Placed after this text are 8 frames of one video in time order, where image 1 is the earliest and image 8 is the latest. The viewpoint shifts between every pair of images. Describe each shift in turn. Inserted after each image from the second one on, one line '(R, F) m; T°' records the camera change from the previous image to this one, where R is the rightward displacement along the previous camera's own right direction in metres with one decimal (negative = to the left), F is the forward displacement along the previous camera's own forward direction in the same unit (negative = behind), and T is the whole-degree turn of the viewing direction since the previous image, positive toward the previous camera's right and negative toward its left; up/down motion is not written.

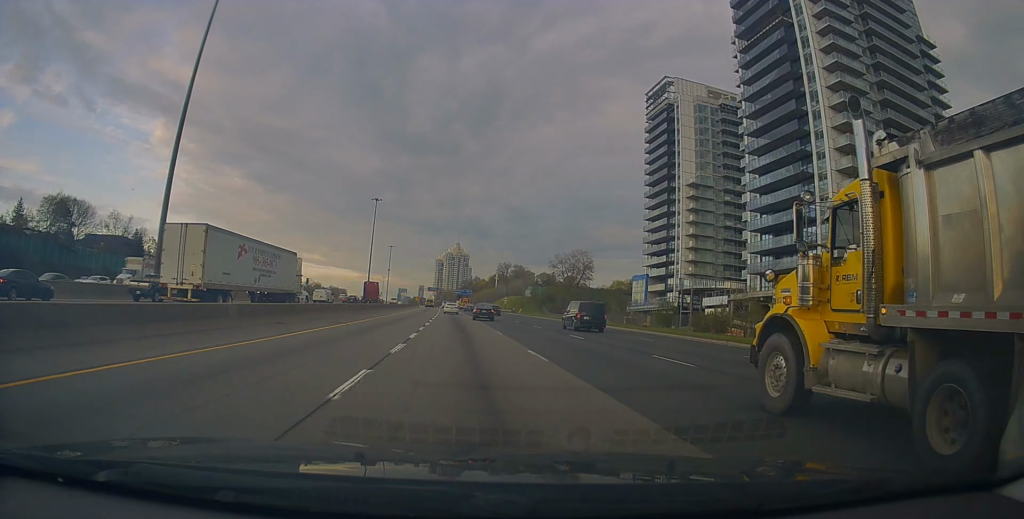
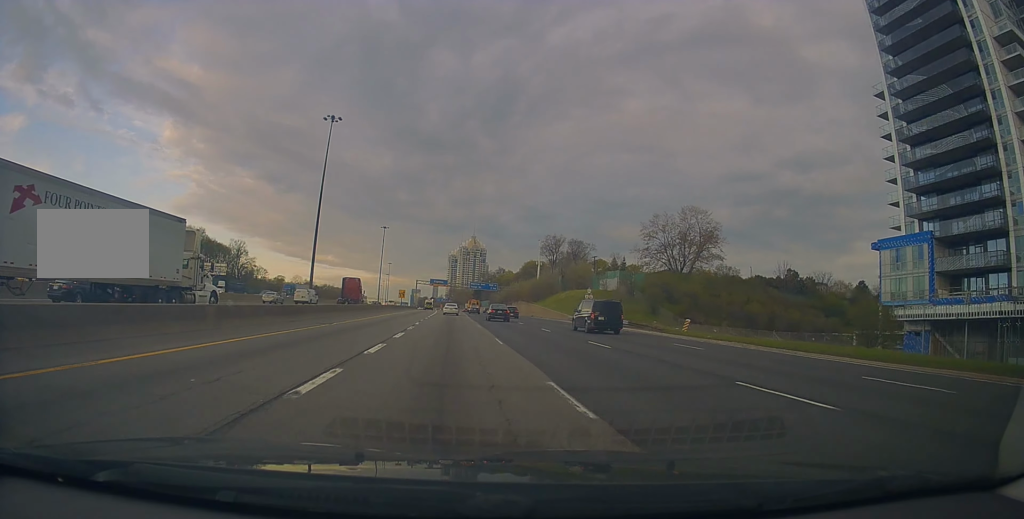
(-2.0, +90.3) m; -3°
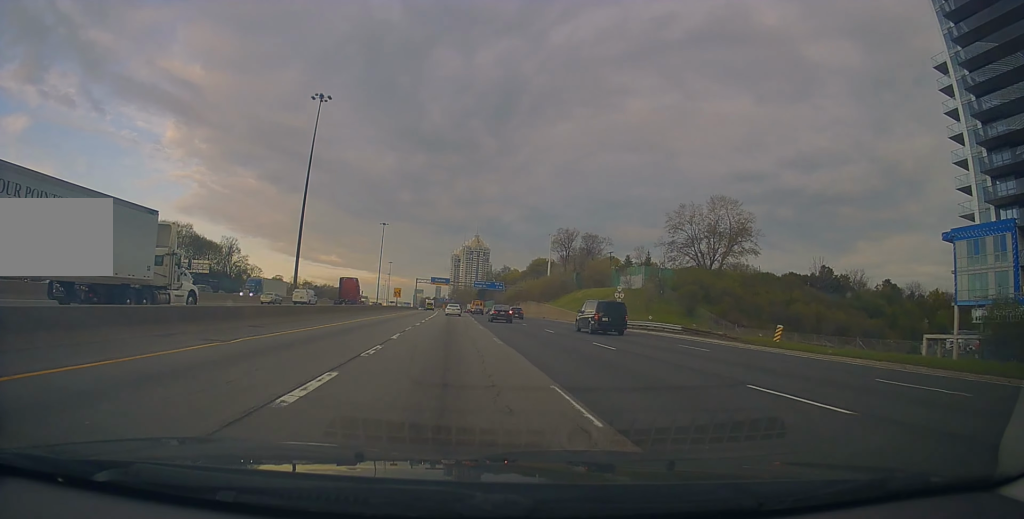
(-0.2, +11.8) m; -1°
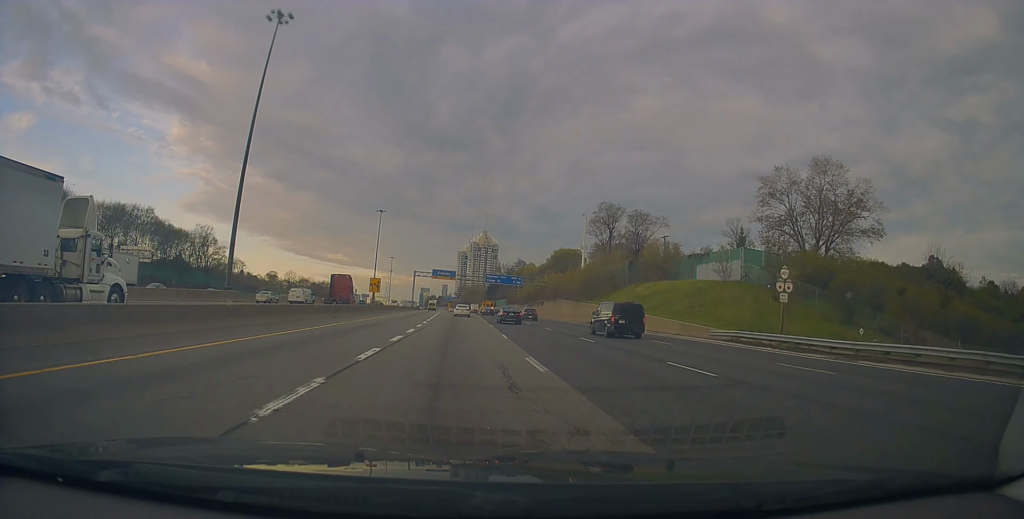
(0.0, +31.1) m; 0°
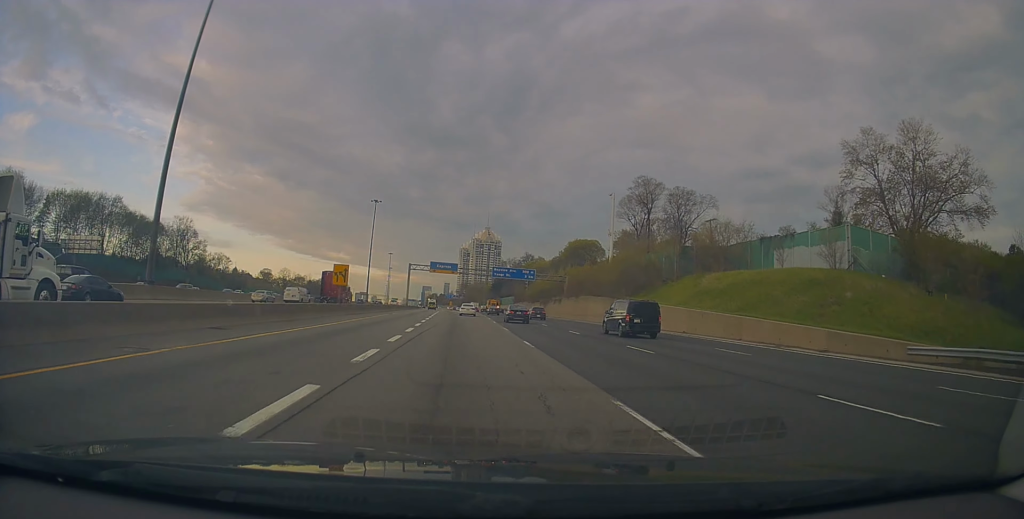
(0.0, +18.4) m; 0°
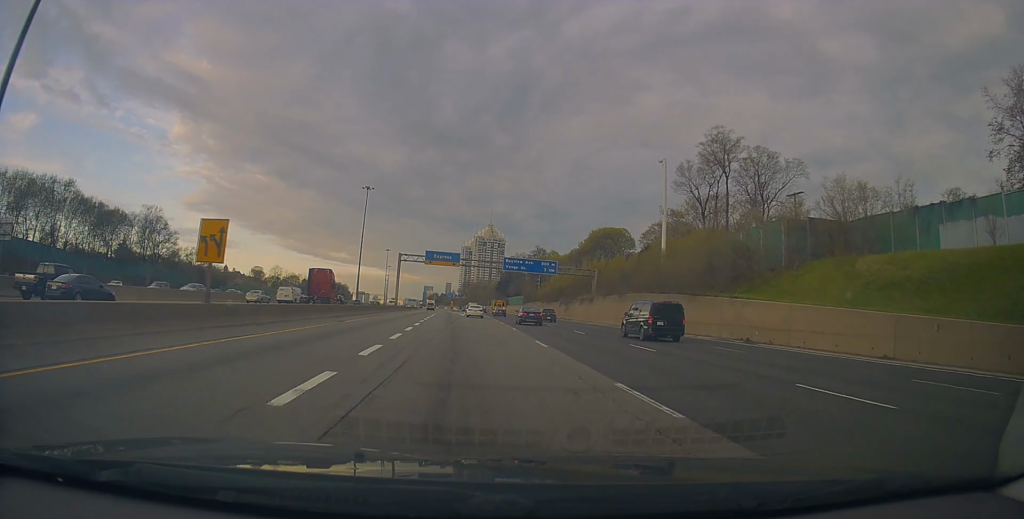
(0.0, +22.5) m; 0°
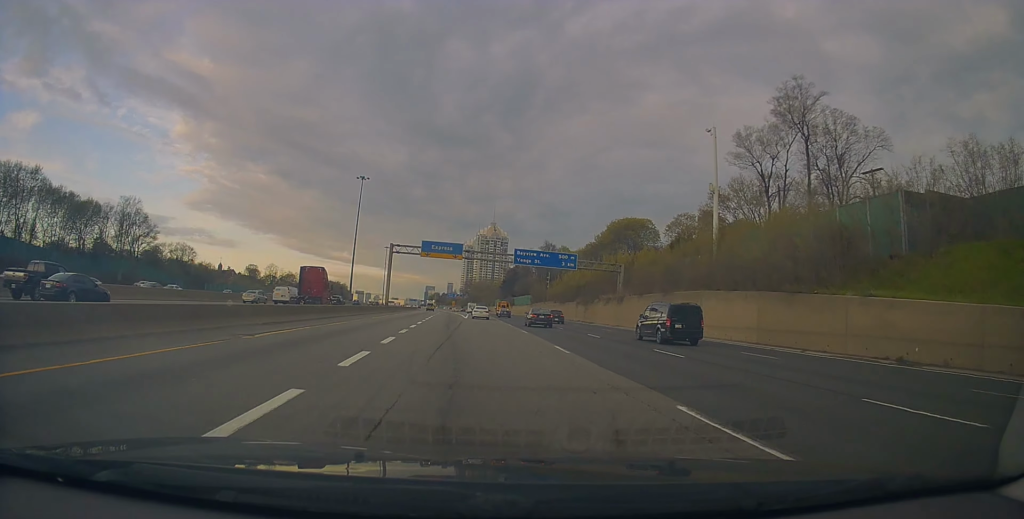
(0.0, +13.3) m; 0°
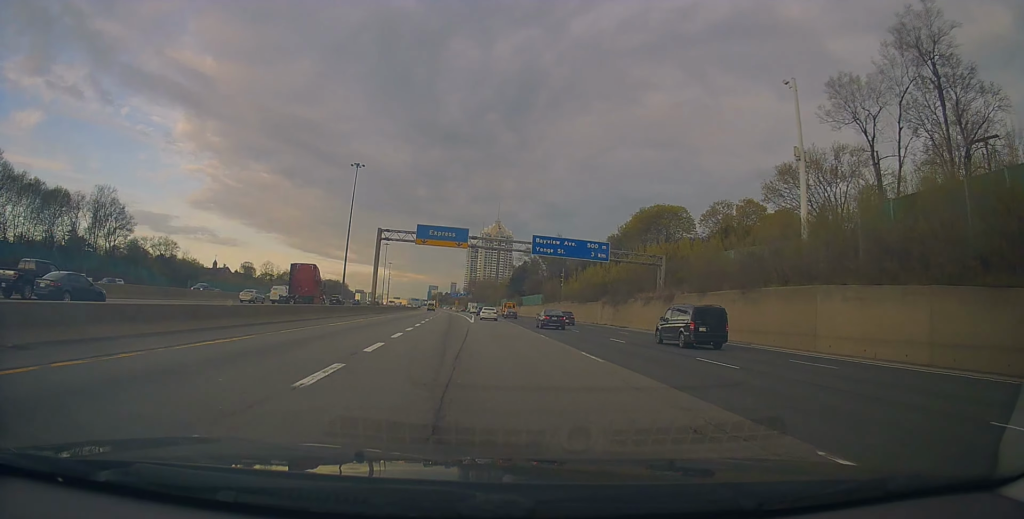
(0.0, +14.9) m; 0°
